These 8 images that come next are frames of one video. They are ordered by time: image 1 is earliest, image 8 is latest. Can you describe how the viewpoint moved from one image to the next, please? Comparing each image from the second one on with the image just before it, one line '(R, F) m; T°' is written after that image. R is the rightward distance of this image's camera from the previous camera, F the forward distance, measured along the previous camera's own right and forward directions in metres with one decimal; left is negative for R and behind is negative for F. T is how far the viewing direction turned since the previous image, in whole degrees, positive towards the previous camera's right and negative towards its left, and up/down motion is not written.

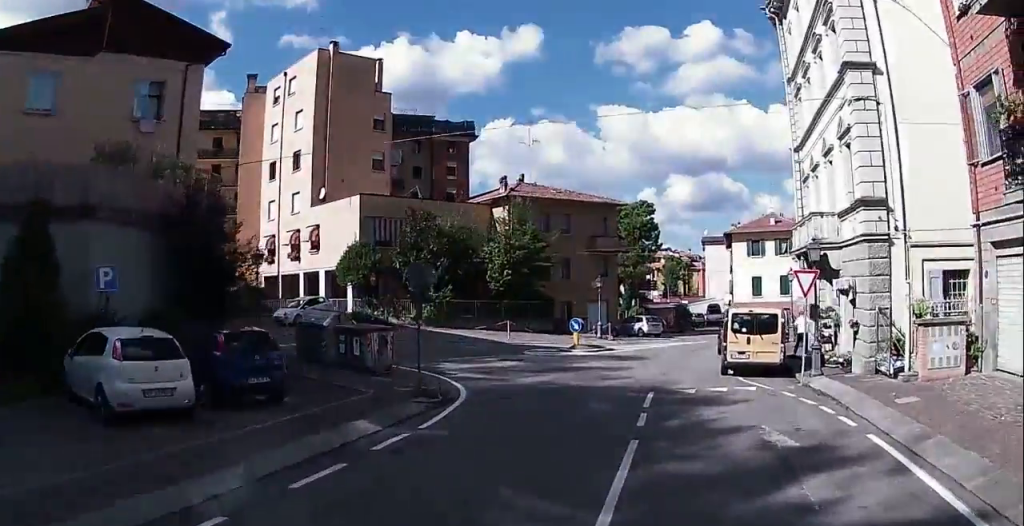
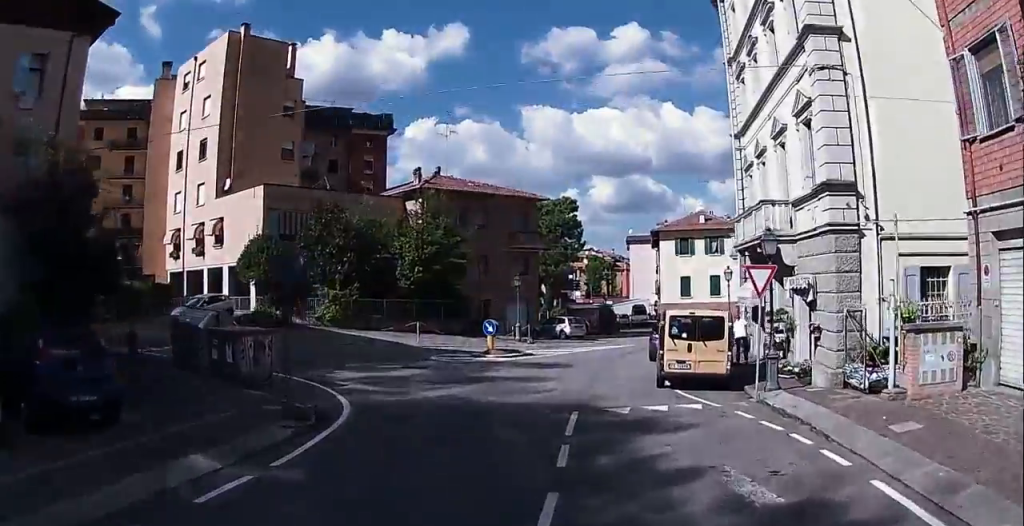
(+0.5, +2.9) m; +7°
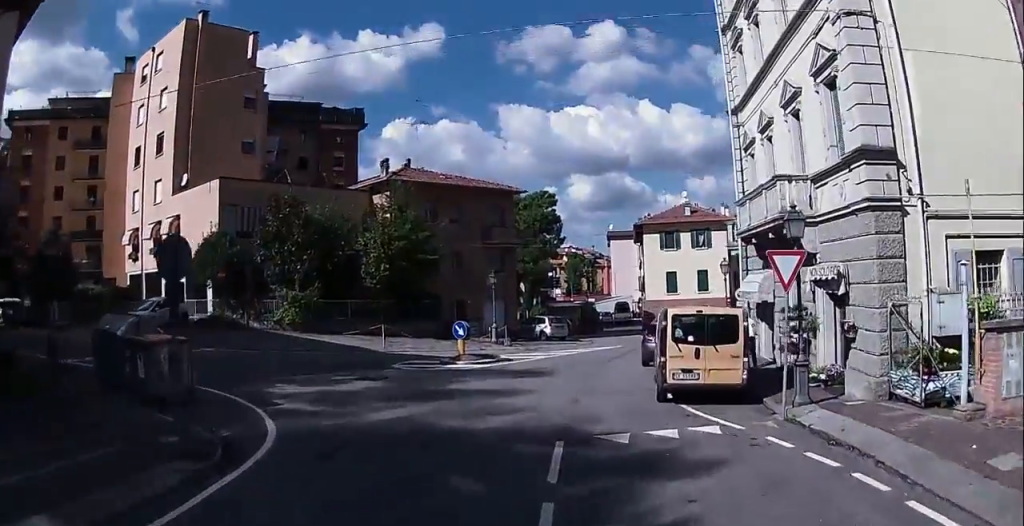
(+0.2, +3.0) m; +5°
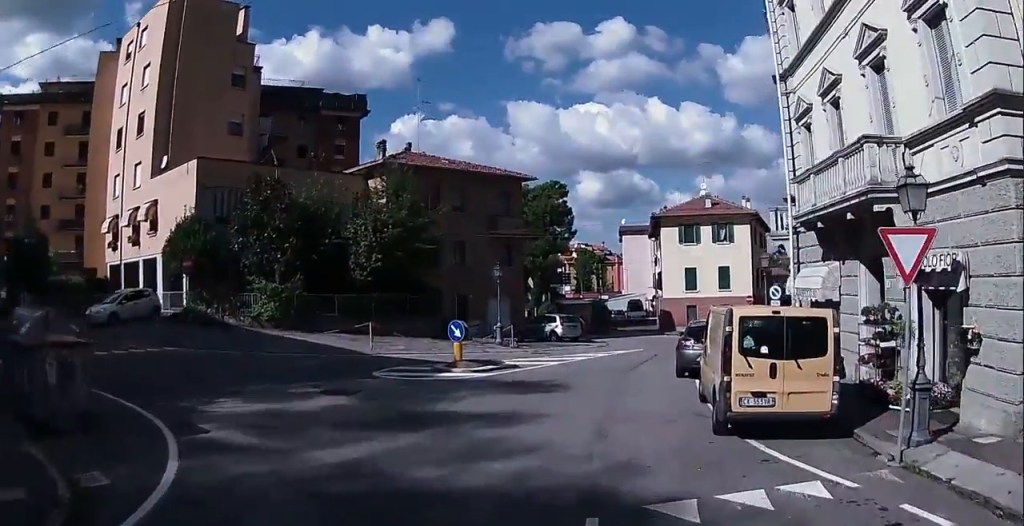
(+0.2, +3.9) m; 0°
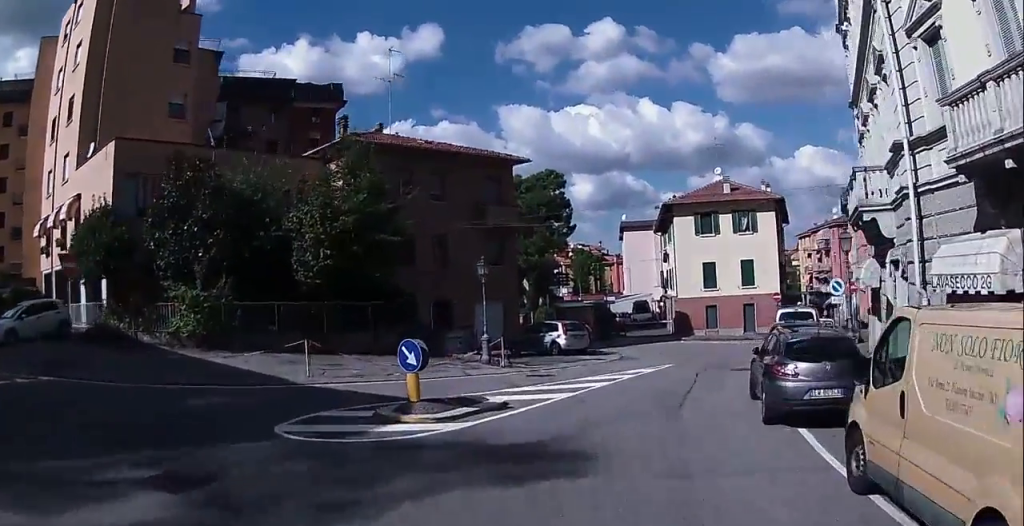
(-0.3, +6.9) m; -3°
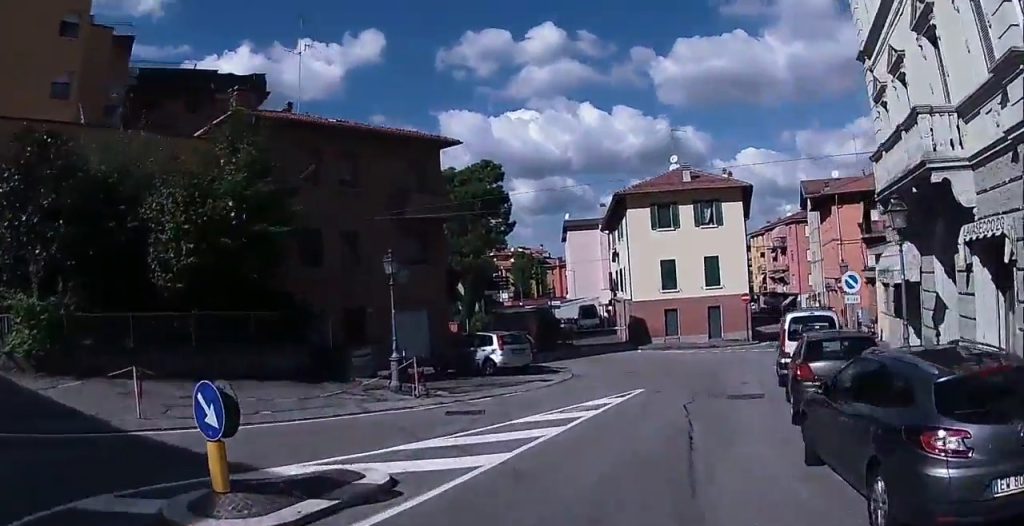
(0.0, +5.5) m; 0°
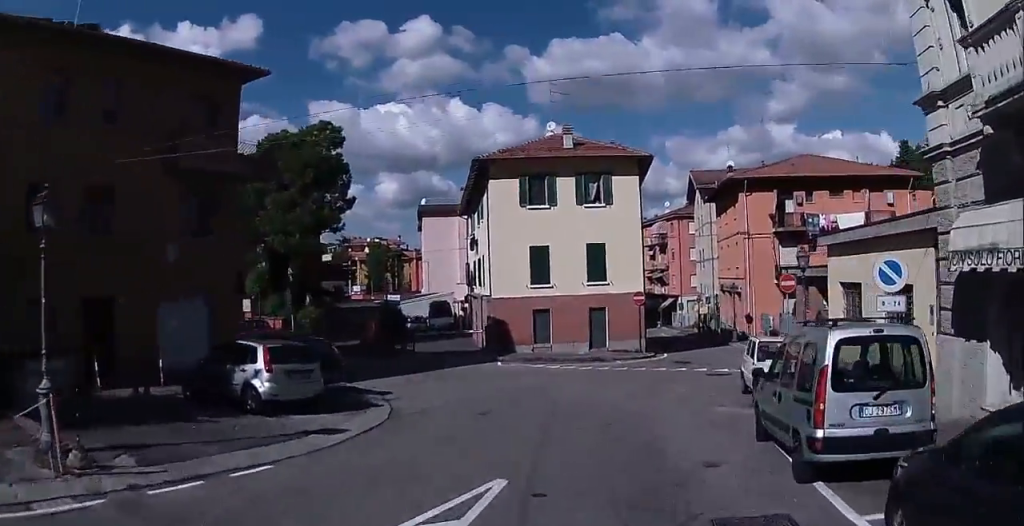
(+0.2, +8.3) m; +5°
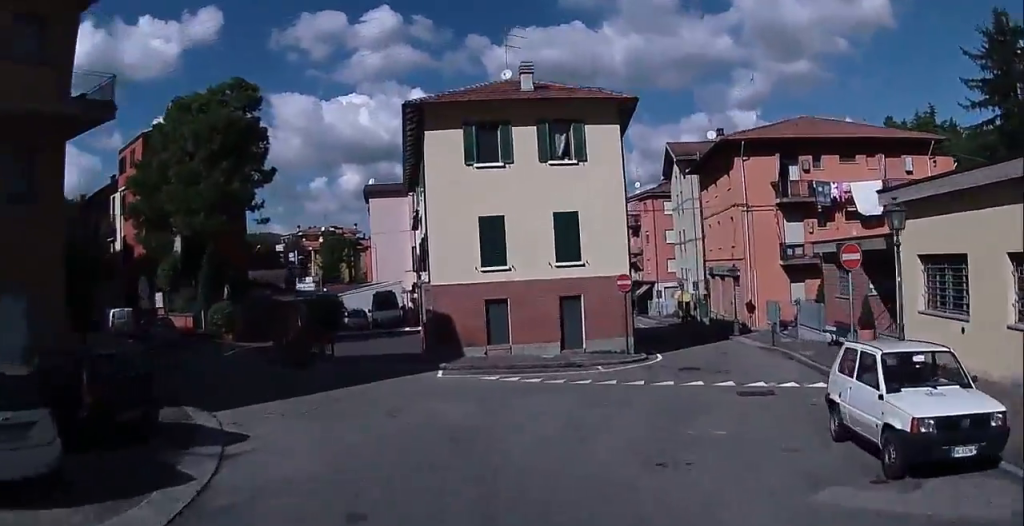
(+0.4, +6.9) m; +2°
